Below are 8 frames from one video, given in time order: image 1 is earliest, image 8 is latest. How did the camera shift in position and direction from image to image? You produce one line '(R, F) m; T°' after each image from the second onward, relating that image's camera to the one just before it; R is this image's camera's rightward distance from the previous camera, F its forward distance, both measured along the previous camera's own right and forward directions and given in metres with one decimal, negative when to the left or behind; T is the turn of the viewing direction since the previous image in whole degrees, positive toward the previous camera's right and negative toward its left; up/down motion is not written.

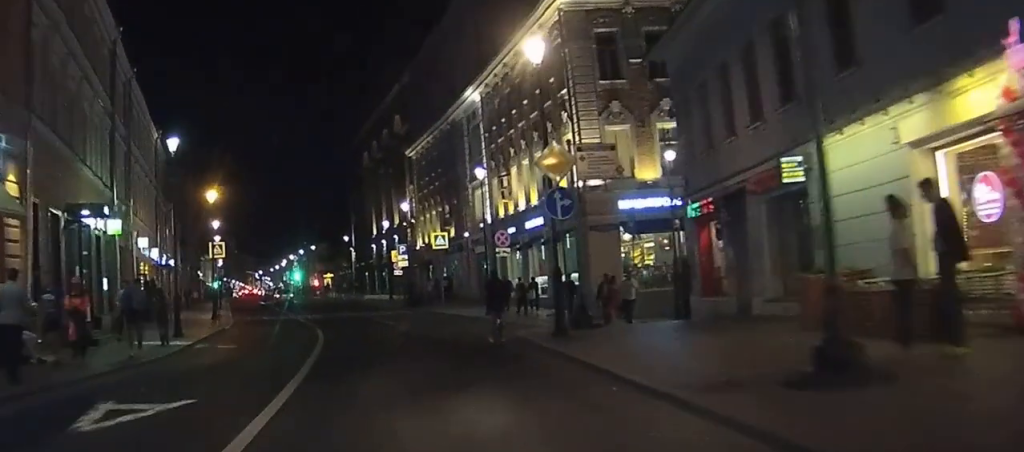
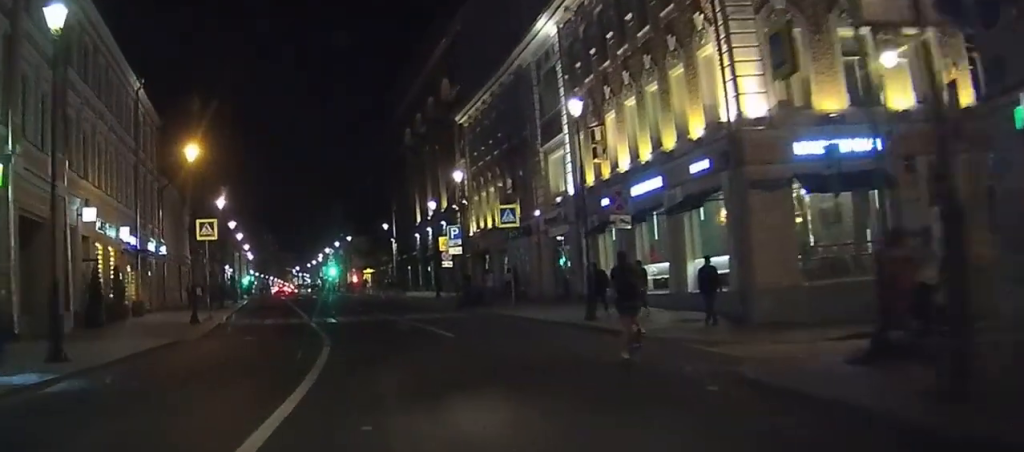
(0.0, +14.2) m; +1°
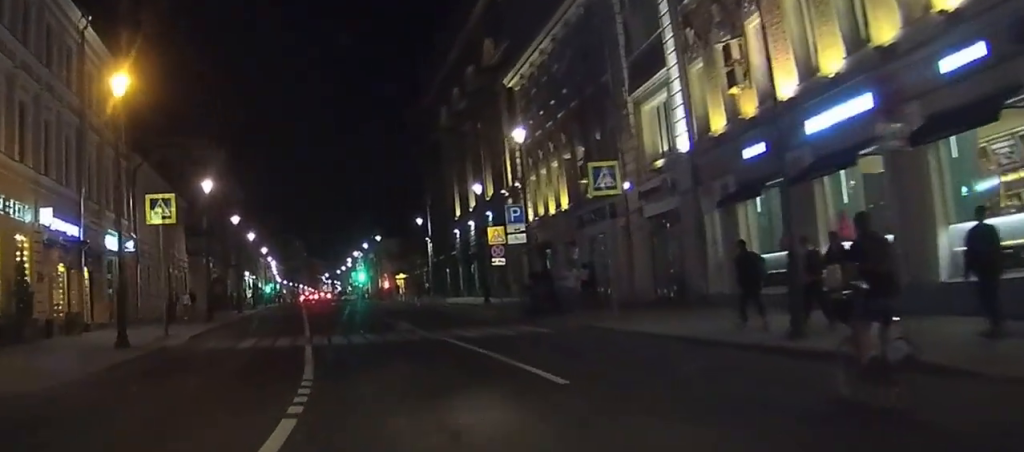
(+0.1, +12.7) m; 0°
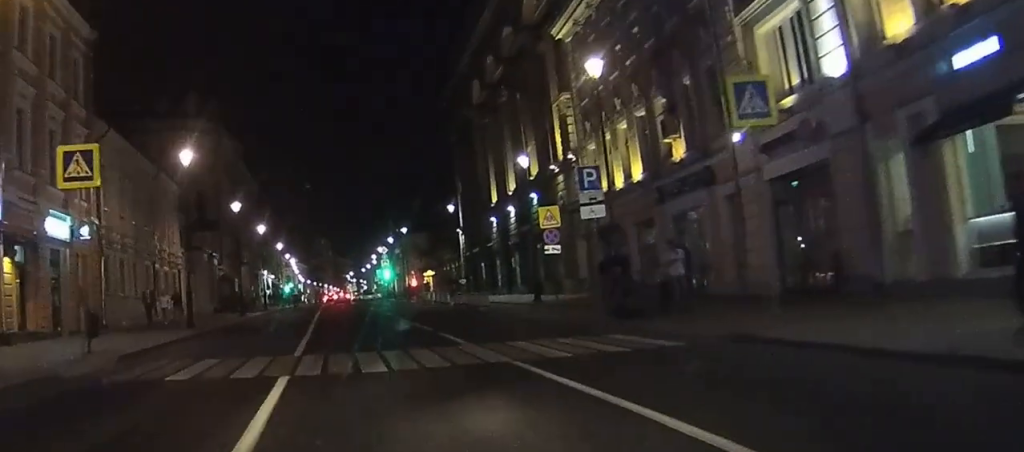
(0.0, +9.3) m; -1°
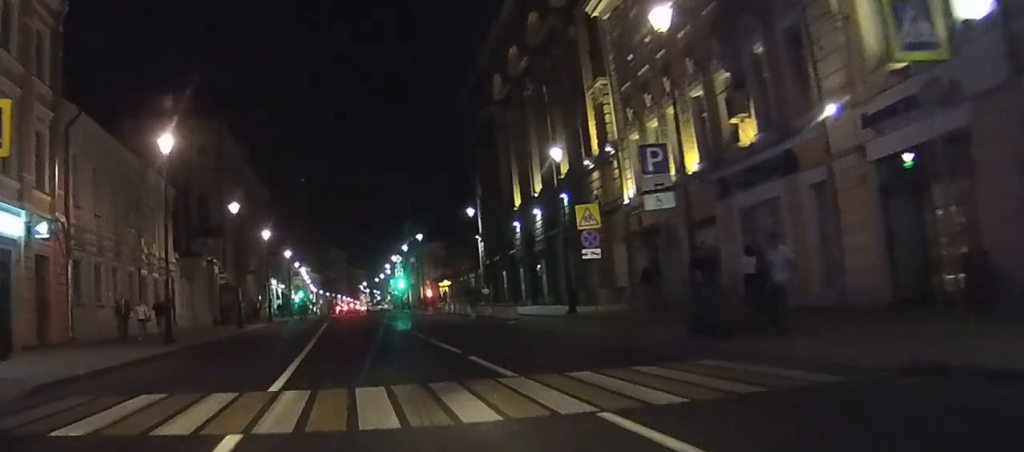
(0.0, +5.1) m; 0°
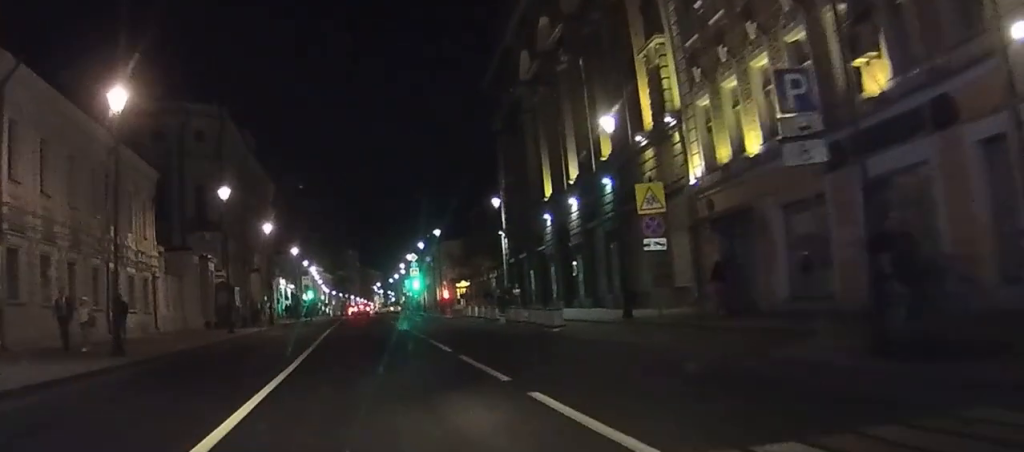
(-0.1, +6.7) m; 0°
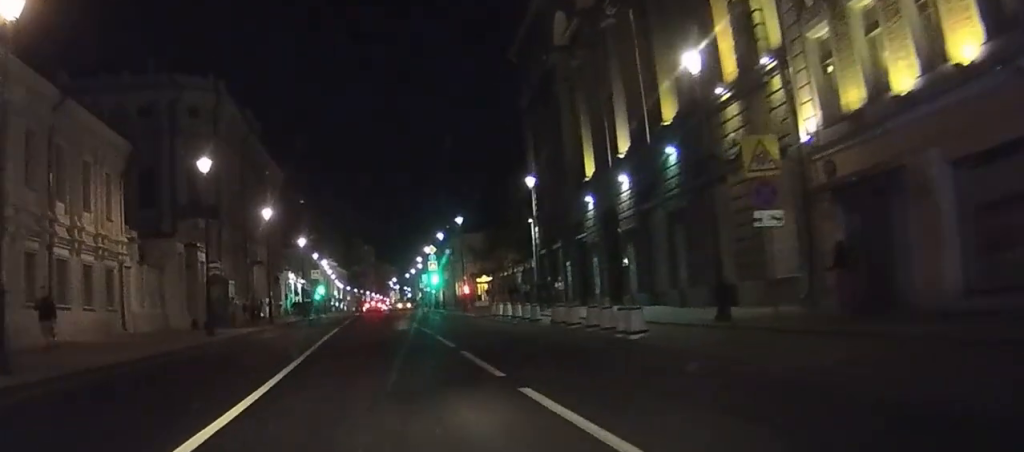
(+0.1, +7.6) m; -1°
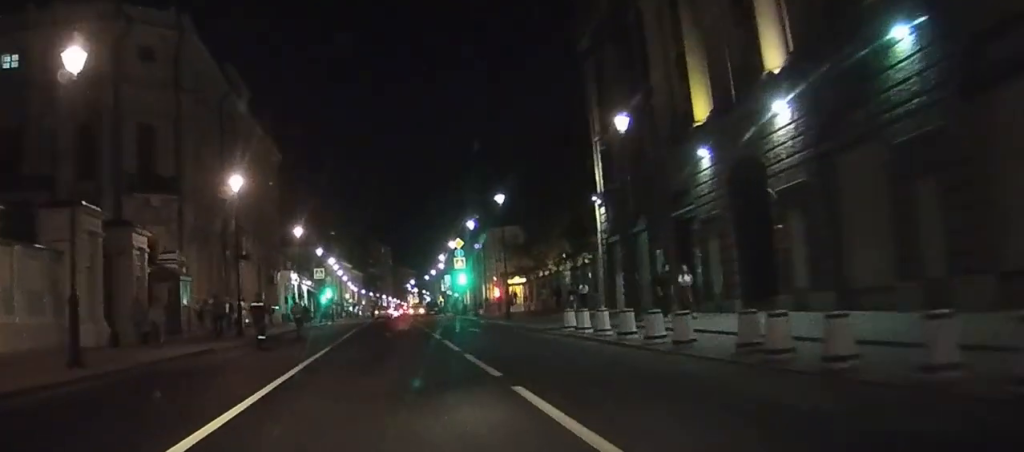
(-0.5, +15.5) m; -3°
